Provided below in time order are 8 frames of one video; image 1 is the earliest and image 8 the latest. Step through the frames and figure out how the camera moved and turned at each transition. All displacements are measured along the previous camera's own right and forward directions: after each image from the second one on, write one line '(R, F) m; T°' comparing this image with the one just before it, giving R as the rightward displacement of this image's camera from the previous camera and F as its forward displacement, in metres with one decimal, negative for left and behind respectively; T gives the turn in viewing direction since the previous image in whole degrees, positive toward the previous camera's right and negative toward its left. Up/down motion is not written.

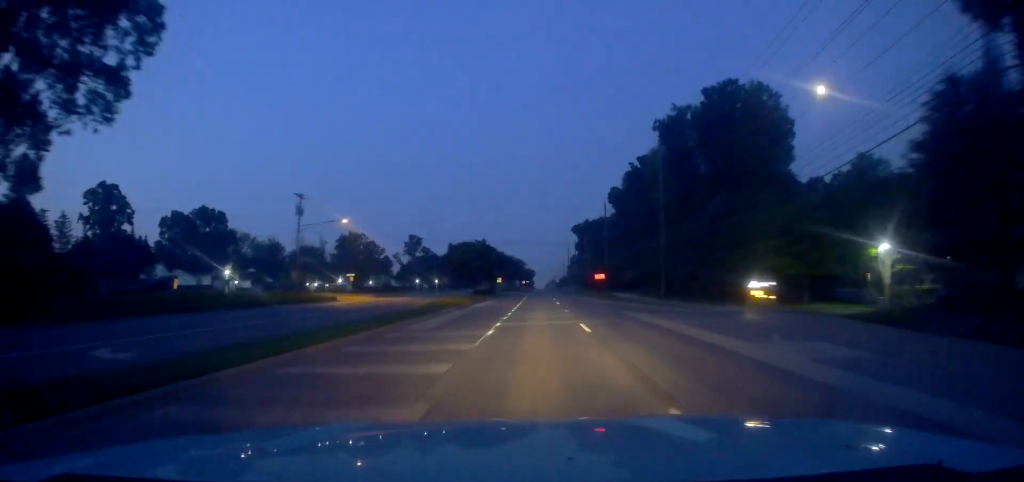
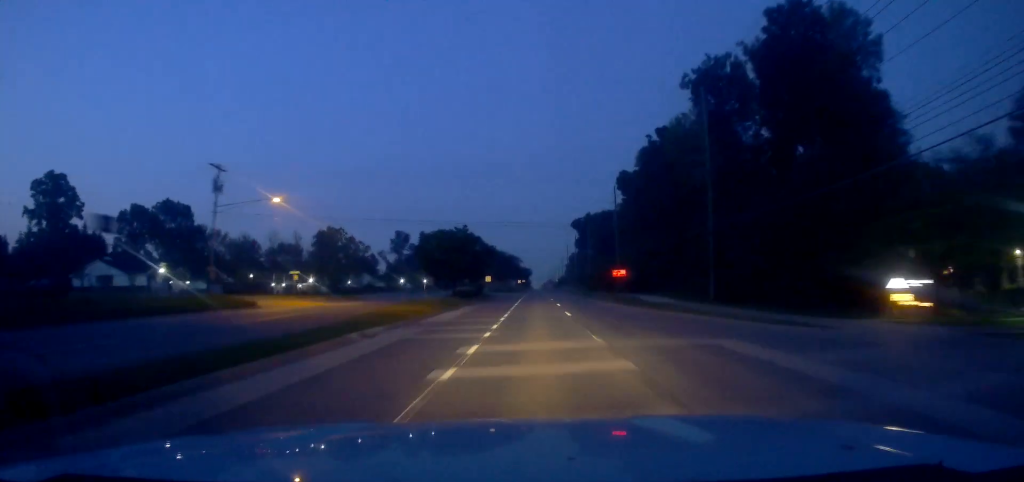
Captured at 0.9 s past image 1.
(-0.3, +18.7) m; -1°
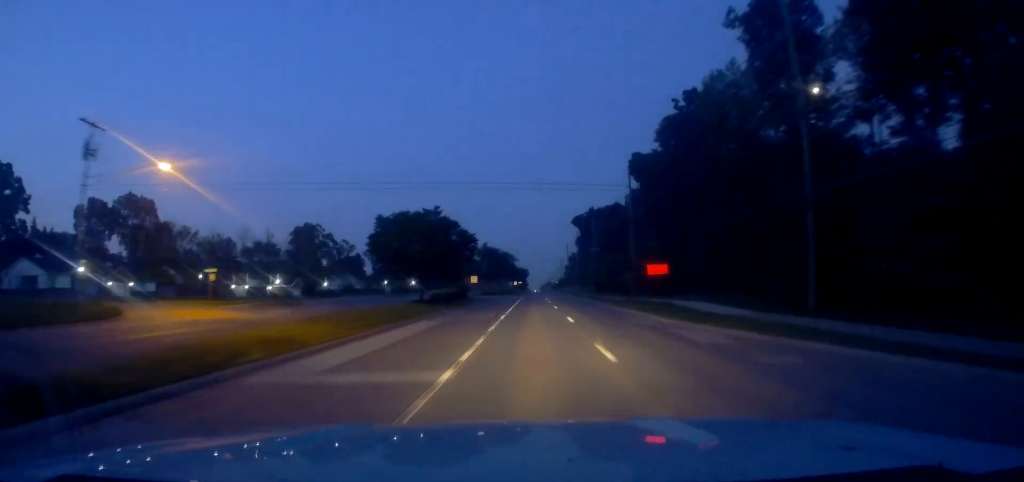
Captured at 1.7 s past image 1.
(-0.1, +17.4) m; +1°
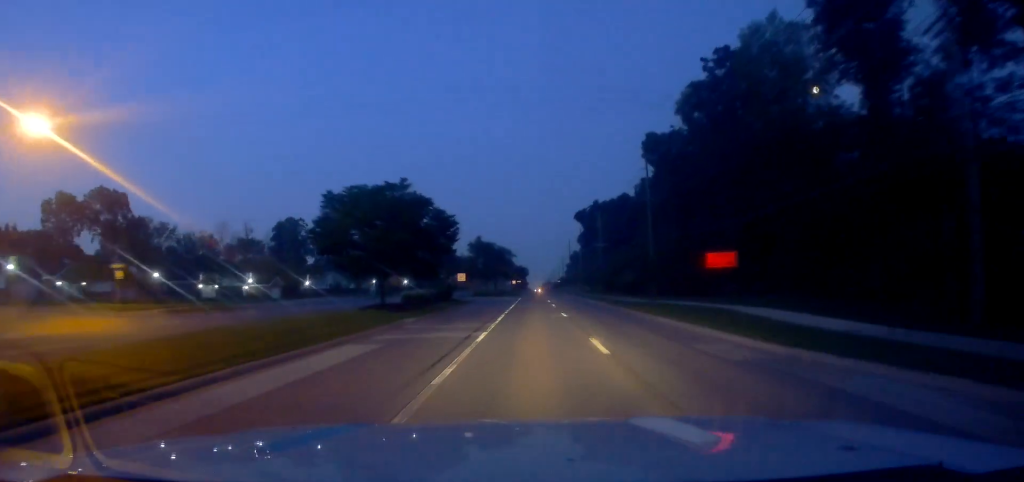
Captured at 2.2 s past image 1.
(+0.4, +12.4) m; 0°
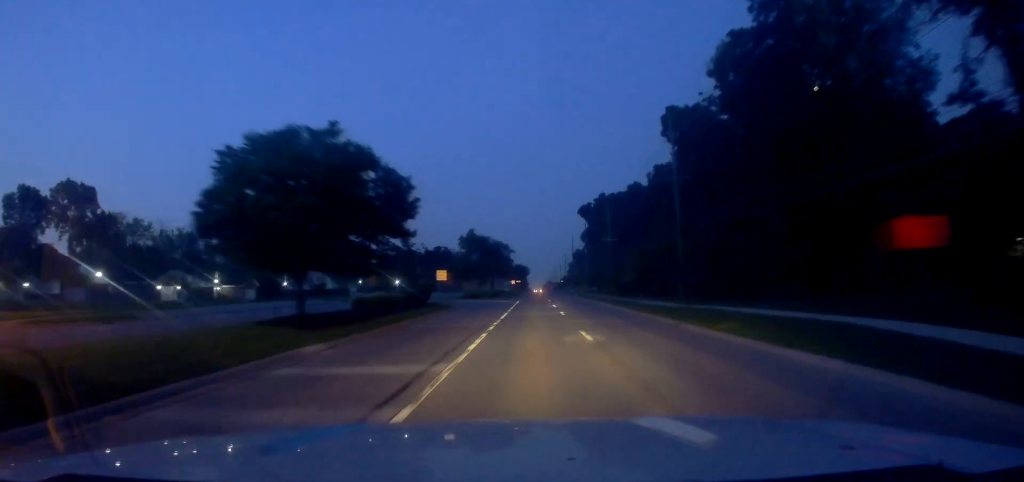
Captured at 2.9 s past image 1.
(-0.1, +13.8) m; 0°
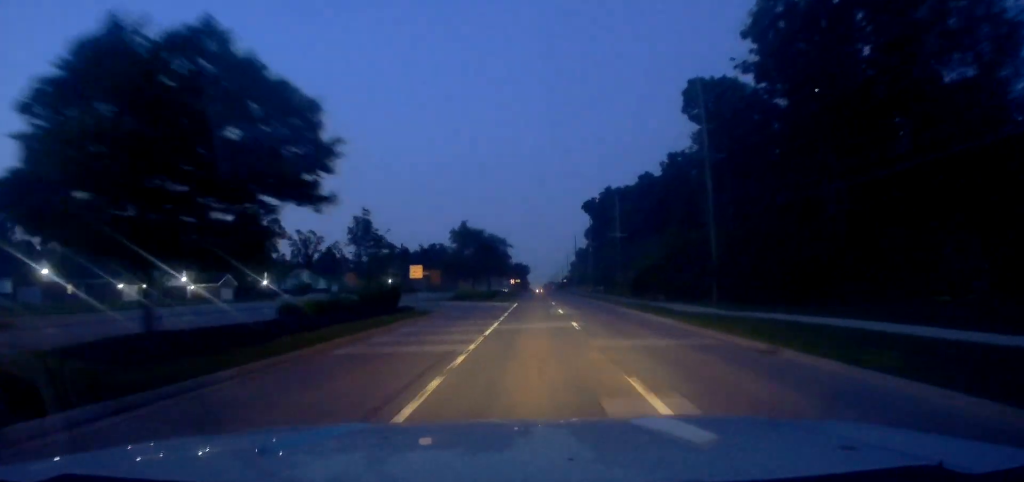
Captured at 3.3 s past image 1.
(-0.3, +10.1) m; 0°
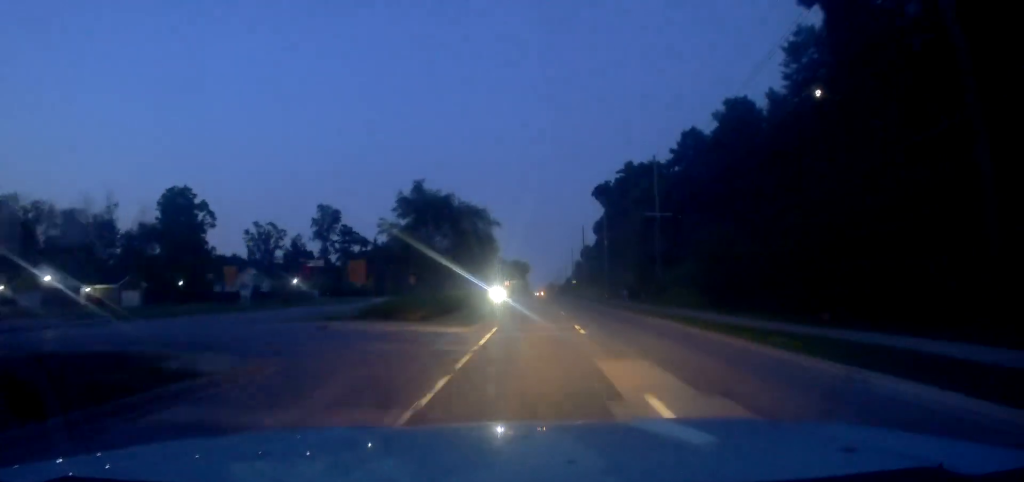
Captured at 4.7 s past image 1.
(+0.6, +30.1) m; +2°
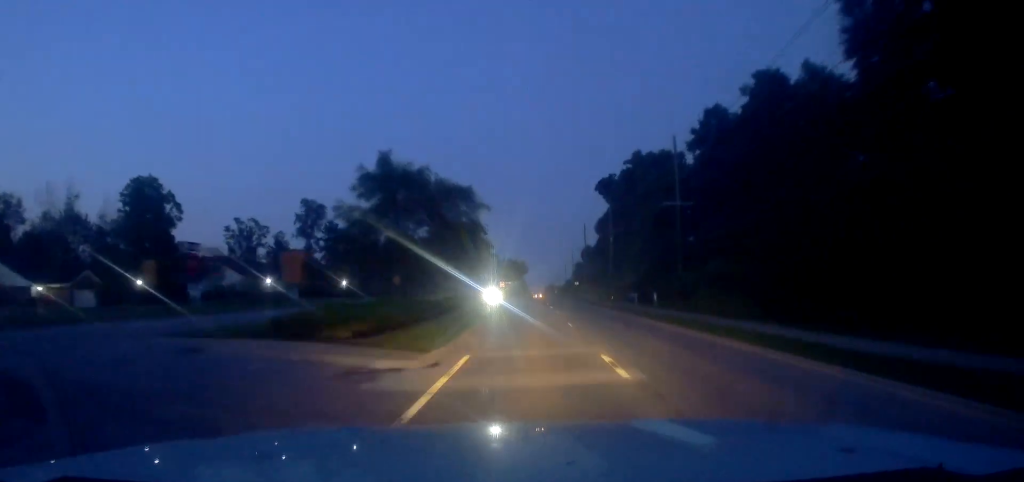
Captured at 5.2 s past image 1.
(+0.2, +10.4) m; 0°
